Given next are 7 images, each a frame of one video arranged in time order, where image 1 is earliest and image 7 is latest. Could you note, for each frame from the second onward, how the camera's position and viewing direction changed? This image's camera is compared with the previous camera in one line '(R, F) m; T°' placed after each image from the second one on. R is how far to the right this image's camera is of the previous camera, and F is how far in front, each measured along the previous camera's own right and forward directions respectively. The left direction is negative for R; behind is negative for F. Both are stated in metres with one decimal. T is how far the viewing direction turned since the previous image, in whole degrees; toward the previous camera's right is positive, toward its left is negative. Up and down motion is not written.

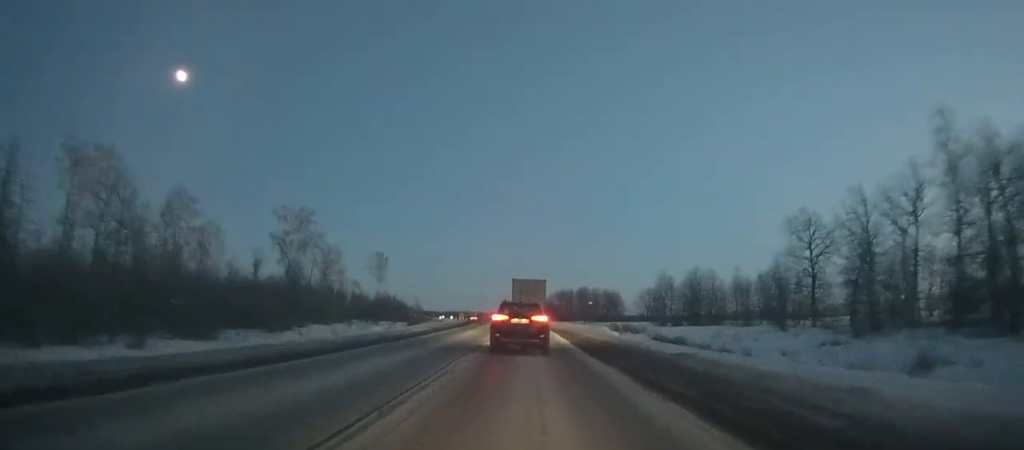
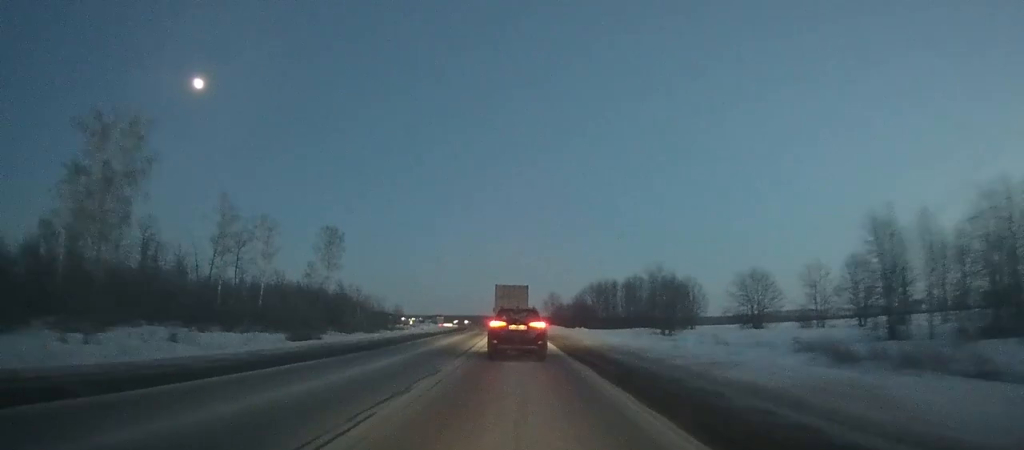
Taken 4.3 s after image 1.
(-1.2, +65.0) m; -2°
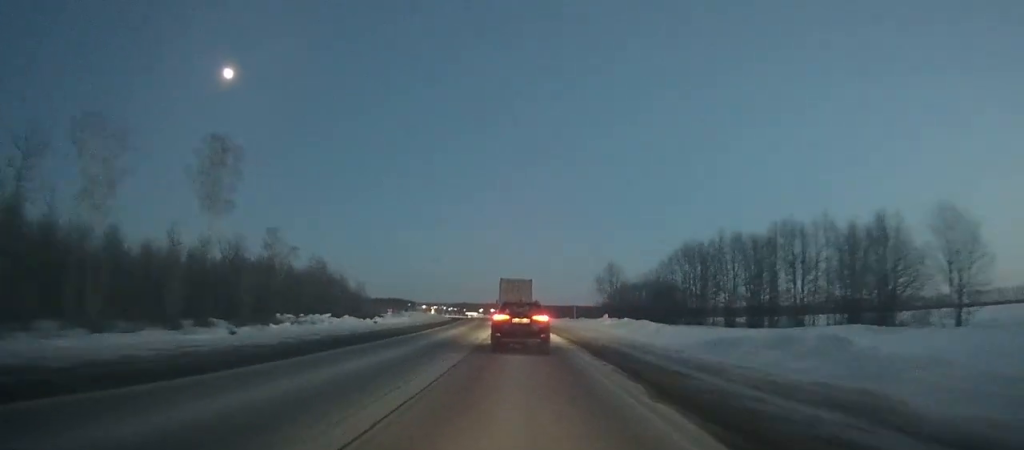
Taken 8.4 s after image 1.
(-1.3, +63.2) m; -2°
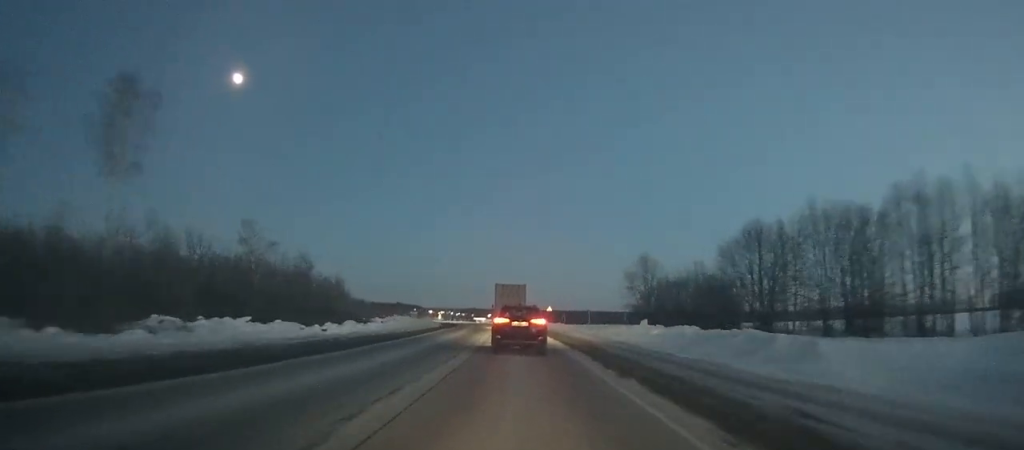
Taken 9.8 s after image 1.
(-0.2, +21.8) m; -1°
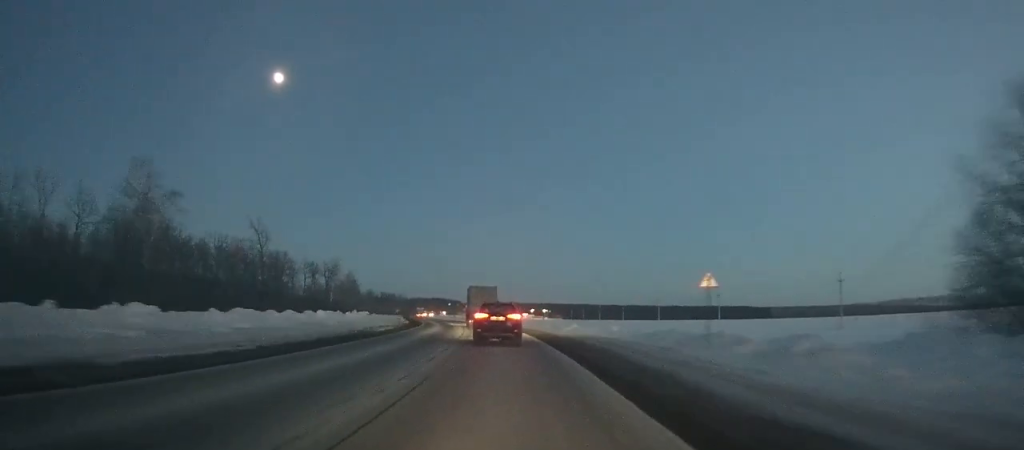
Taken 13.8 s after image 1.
(-1.5, +63.0) m; -5°
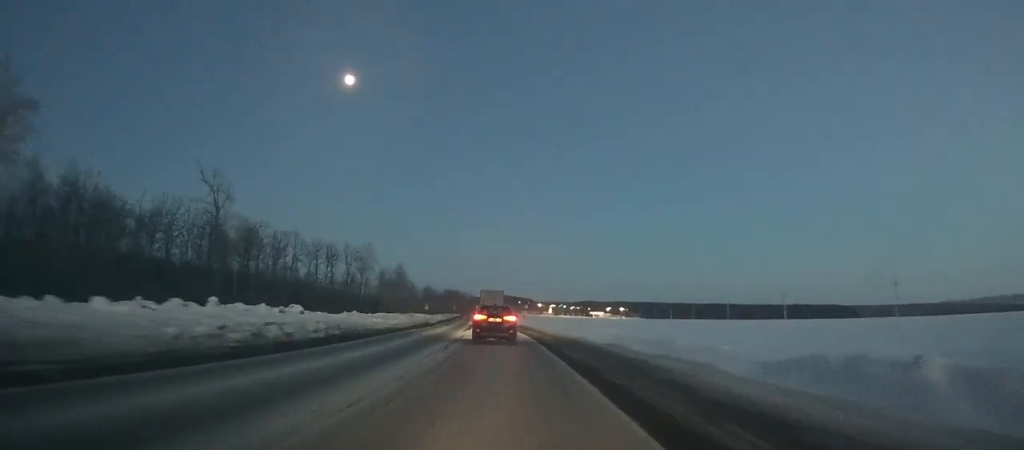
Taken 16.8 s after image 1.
(-2.2, +48.6) m; -6°
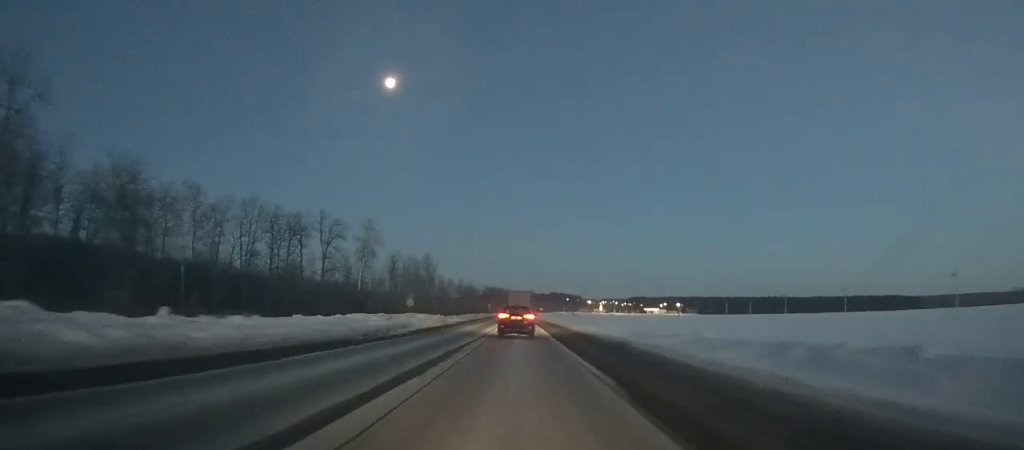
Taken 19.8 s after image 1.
(-2.6, +50.7) m; -5°
